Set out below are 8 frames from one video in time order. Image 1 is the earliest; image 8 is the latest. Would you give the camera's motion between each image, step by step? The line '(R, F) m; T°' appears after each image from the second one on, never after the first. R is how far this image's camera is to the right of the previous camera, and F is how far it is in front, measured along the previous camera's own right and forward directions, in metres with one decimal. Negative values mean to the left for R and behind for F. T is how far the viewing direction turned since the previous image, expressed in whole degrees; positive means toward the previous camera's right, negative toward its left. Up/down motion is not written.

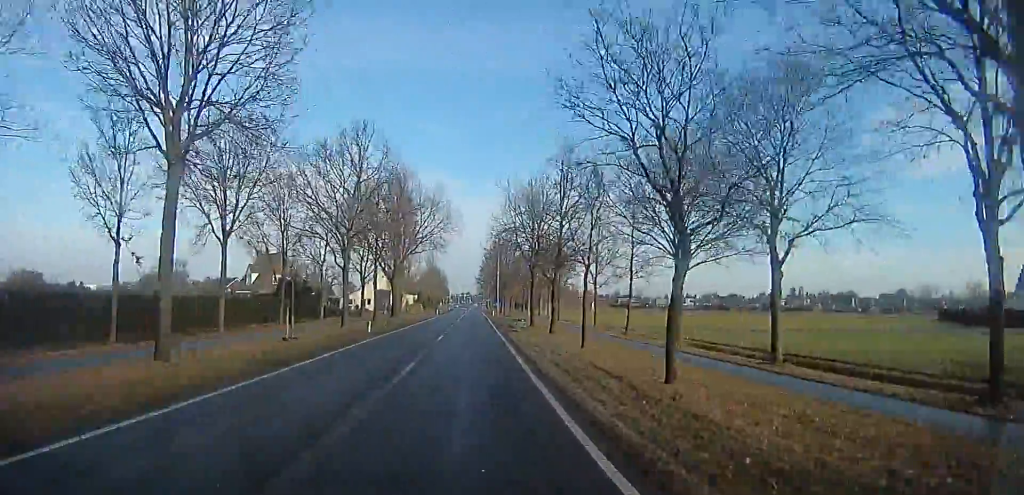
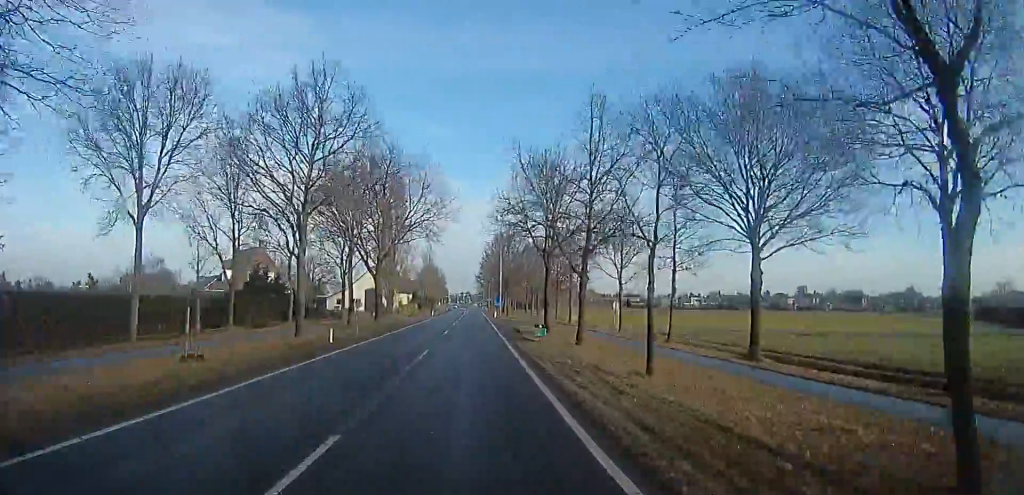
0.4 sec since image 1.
(0.0, +8.6) m; 0°
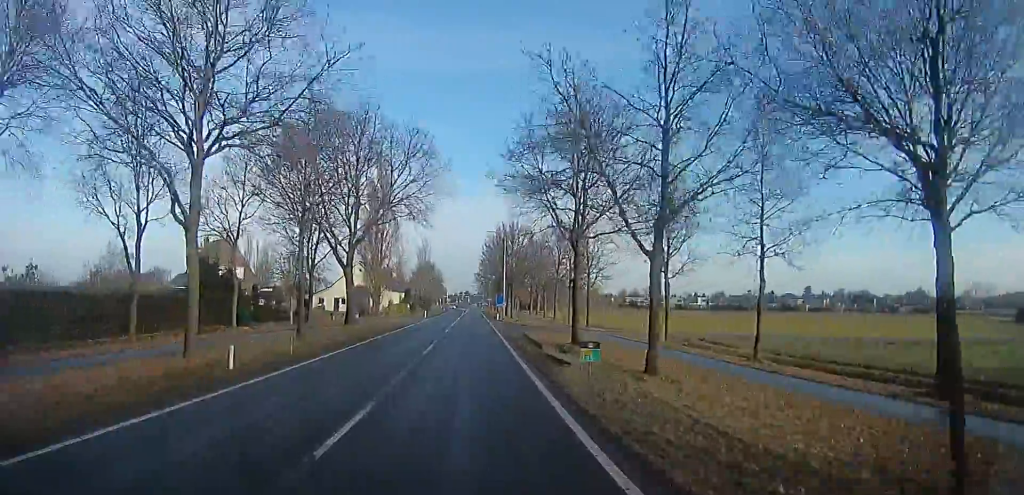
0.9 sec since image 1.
(0.0, +9.9) m; 0°
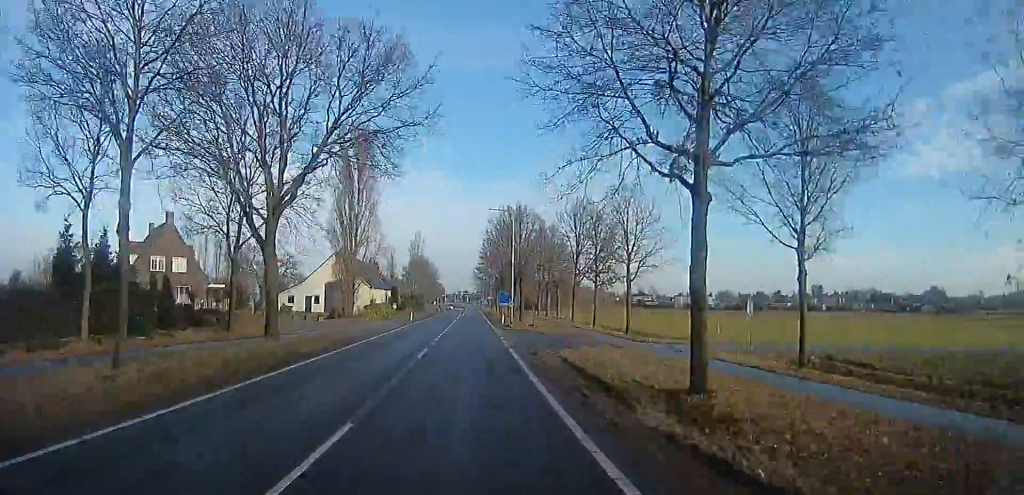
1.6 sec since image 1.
(0.0, +13.5) m; 0°
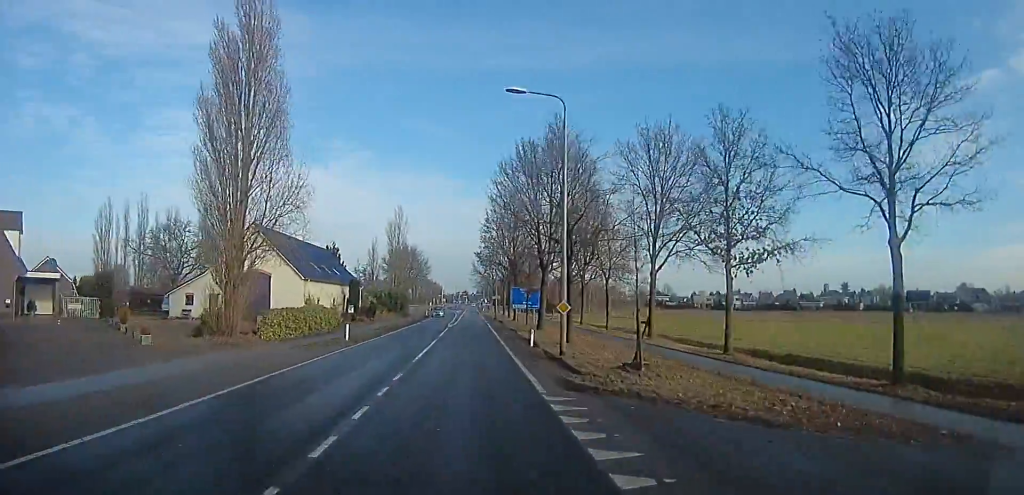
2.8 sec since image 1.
(+0.2, +25.5) m; +1°
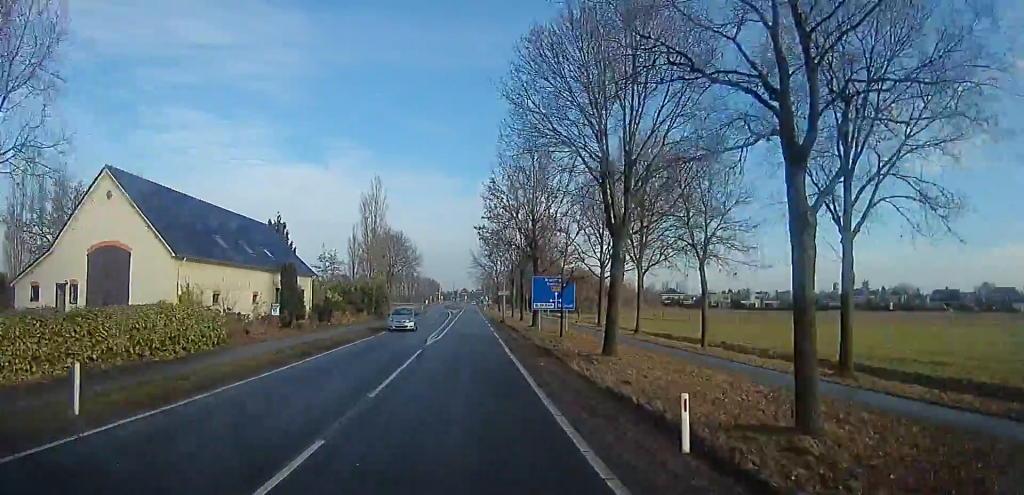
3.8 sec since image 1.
(0.0, +18.3) m; -3°
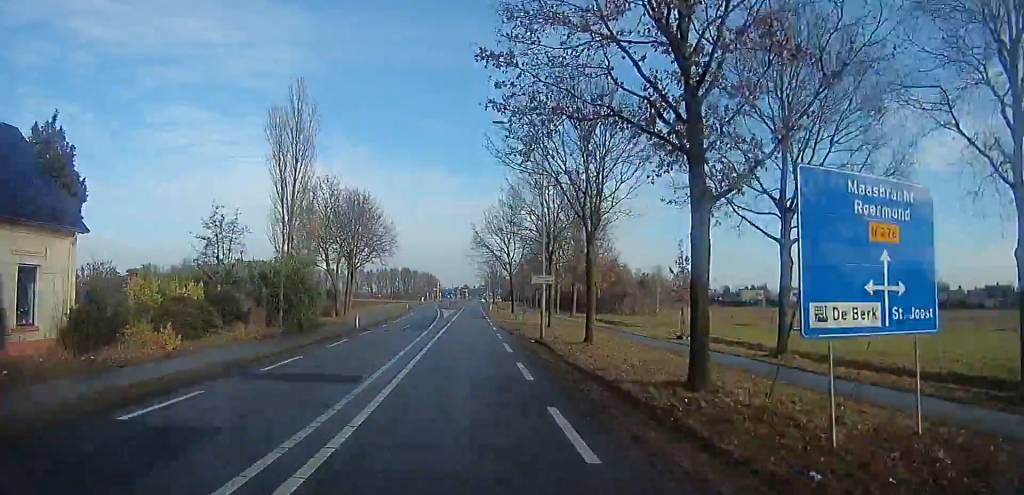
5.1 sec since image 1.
(-1.0, +27.7) m; 0°
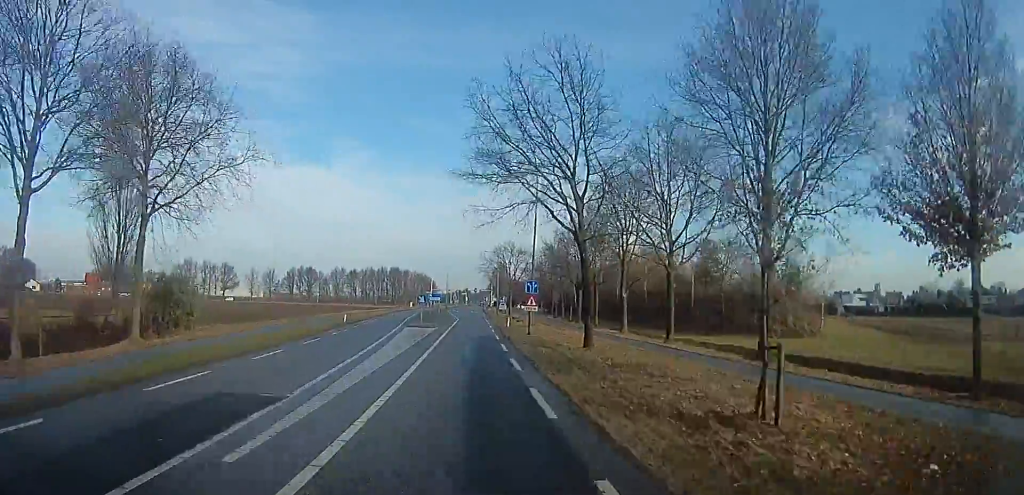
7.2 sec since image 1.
(+2.0, +39.8) m; +3°
